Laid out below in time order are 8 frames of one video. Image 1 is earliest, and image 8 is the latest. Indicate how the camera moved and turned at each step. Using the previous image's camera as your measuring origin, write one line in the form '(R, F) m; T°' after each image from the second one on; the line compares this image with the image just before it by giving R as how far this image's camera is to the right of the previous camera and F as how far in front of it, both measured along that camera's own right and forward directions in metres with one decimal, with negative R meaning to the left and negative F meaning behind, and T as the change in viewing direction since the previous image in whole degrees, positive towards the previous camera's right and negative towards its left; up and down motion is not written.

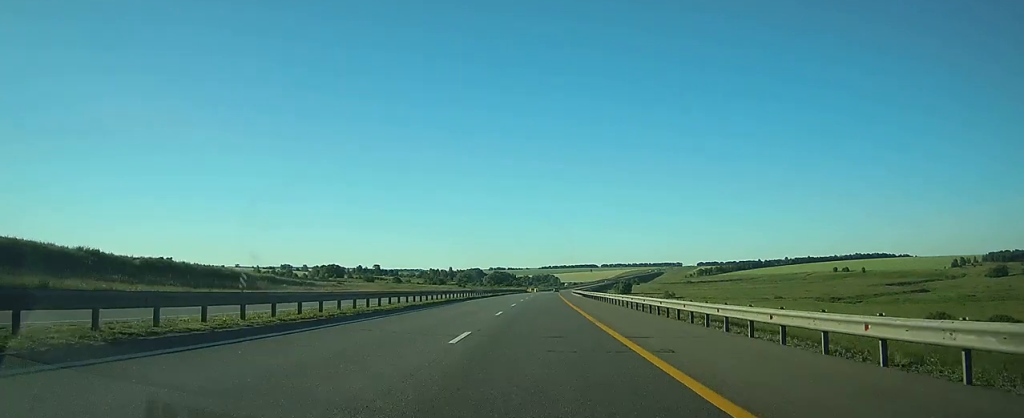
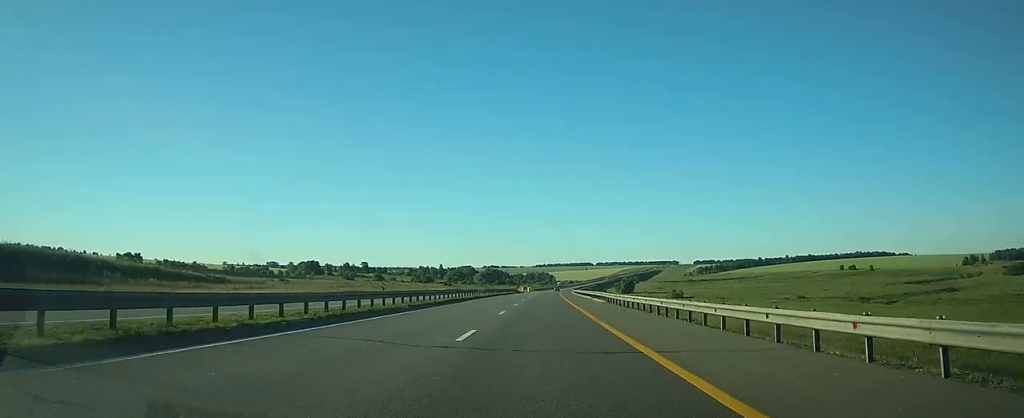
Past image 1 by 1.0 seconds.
(+0.2, +35.4) m; +1°
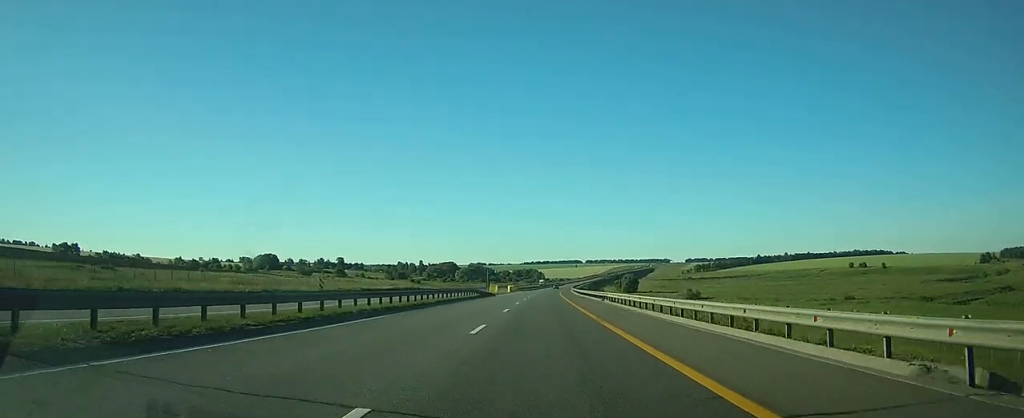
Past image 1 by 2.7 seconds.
(+0.3, +58.3) m; +1°
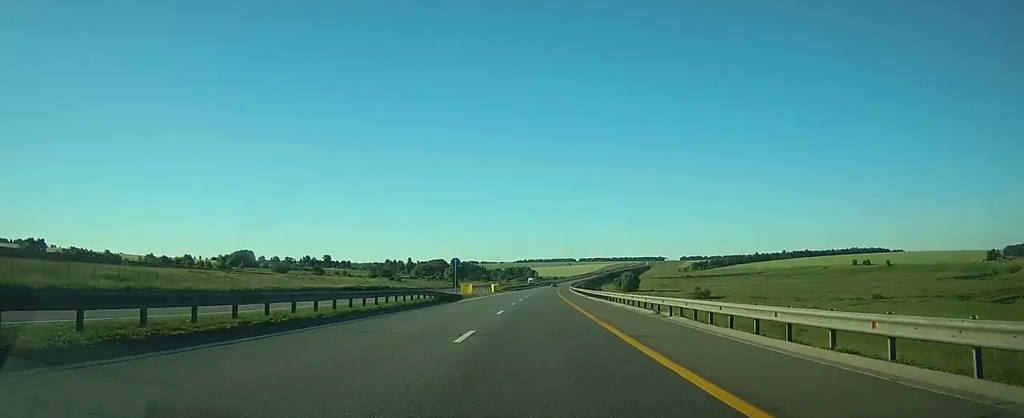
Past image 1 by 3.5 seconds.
(-0.1, +26.3) m; 0°
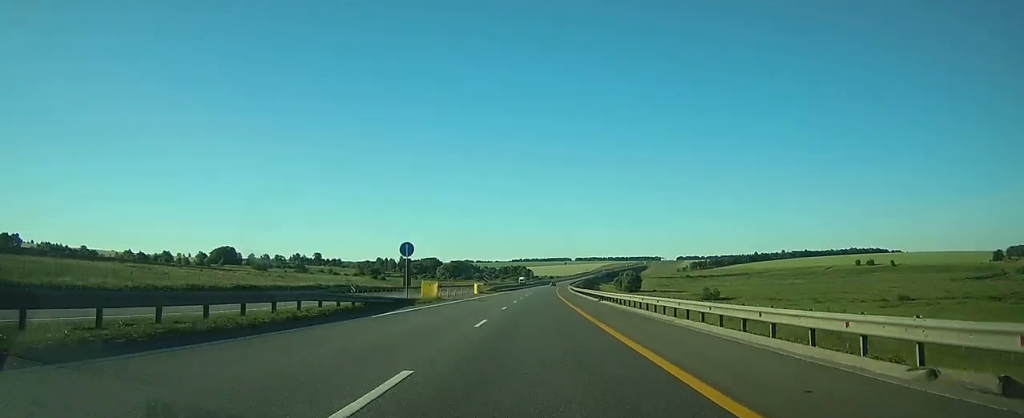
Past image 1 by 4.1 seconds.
(+0.2, +19.3) m; +1°
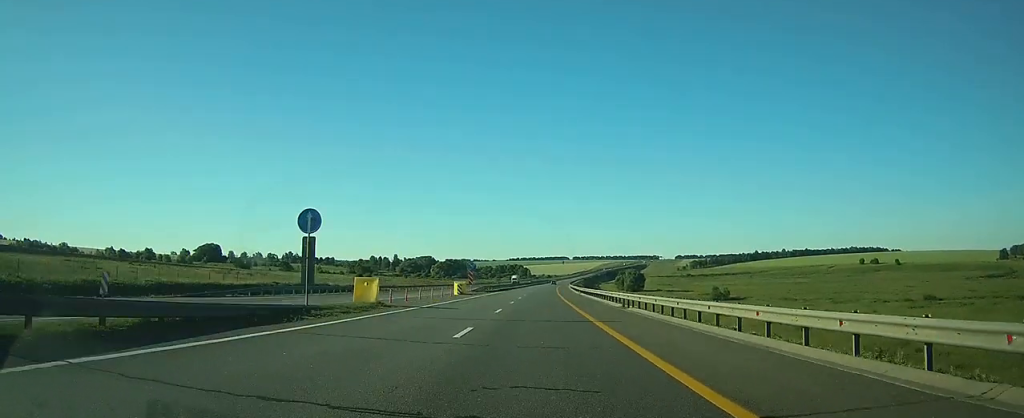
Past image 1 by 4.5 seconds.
(0.0, +15.9) m; 0°
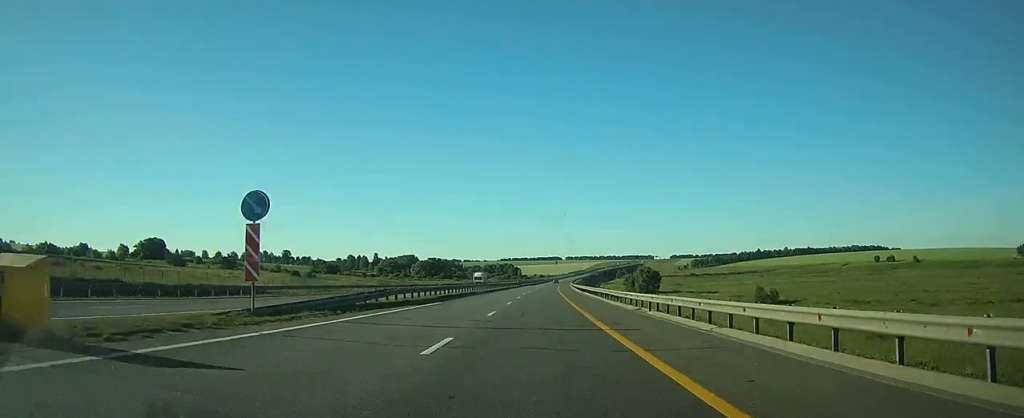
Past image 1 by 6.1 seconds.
(+0.4, +51.6) m; +1°
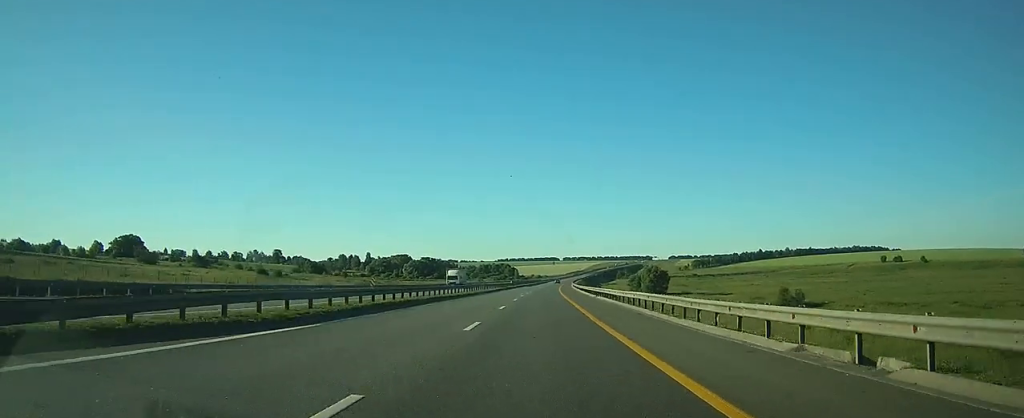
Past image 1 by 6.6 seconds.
(0.0, +19.0) m; 0°
